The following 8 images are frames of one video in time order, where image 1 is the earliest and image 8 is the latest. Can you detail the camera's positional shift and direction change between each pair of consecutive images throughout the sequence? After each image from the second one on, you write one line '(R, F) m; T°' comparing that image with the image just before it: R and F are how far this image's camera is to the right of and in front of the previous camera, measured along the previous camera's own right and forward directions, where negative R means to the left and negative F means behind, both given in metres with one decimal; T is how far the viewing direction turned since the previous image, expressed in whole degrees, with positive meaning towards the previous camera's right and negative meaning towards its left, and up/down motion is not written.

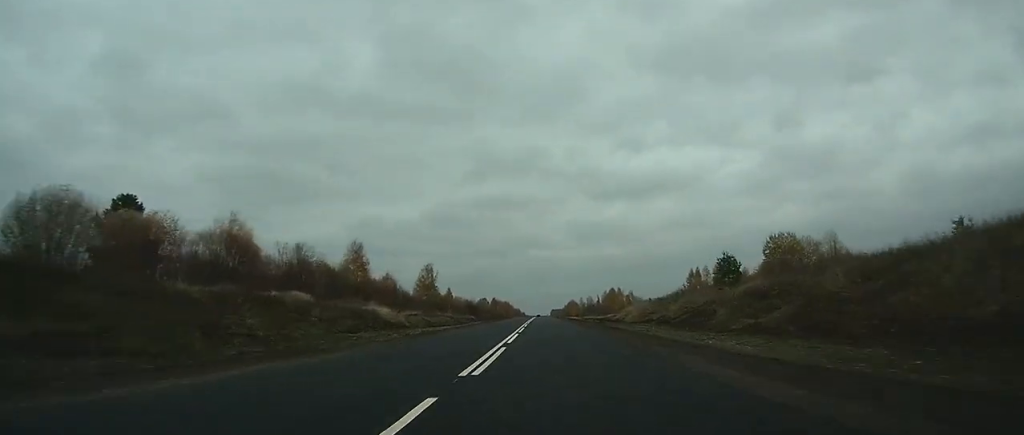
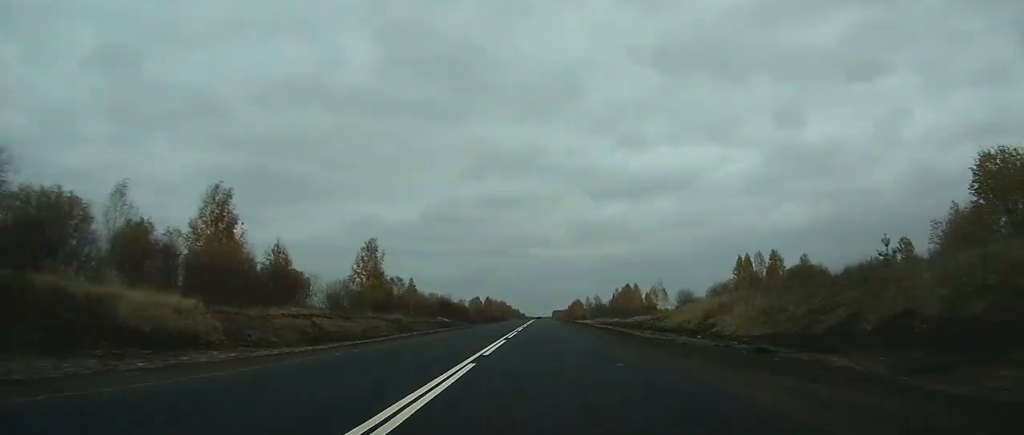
(0.0, +41.2) m; 0°
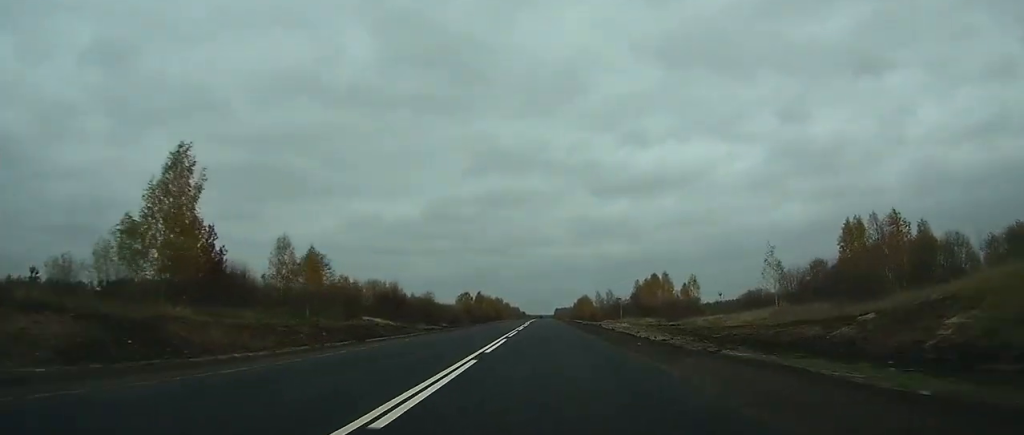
(-0.1, +49.6) m; 0°
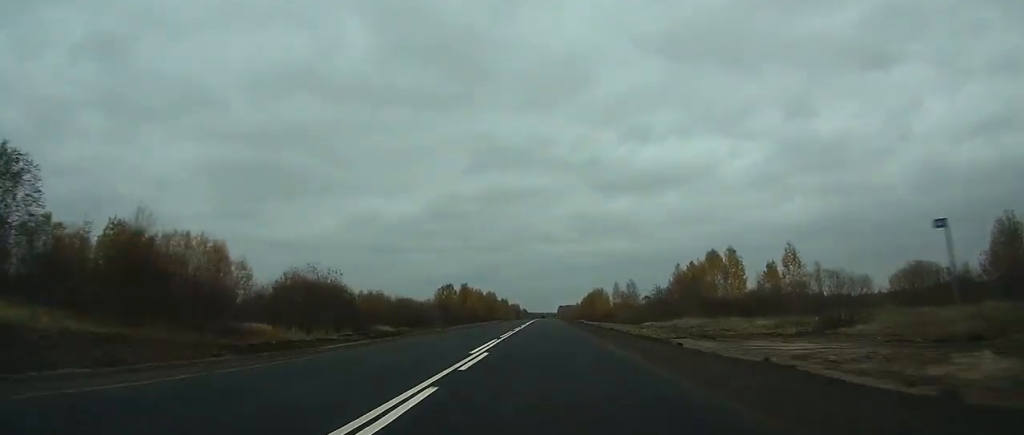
(-0.1, +56.3) m; 0°
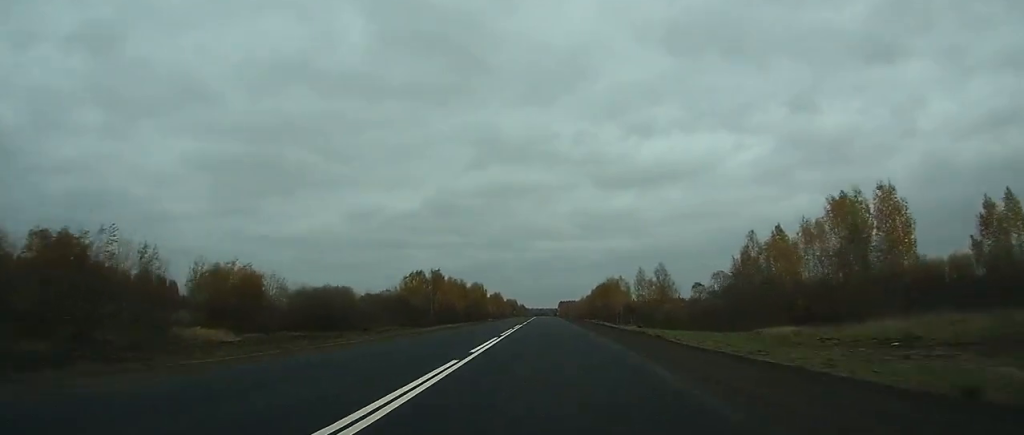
(+0.1, +49.6) m; 0°
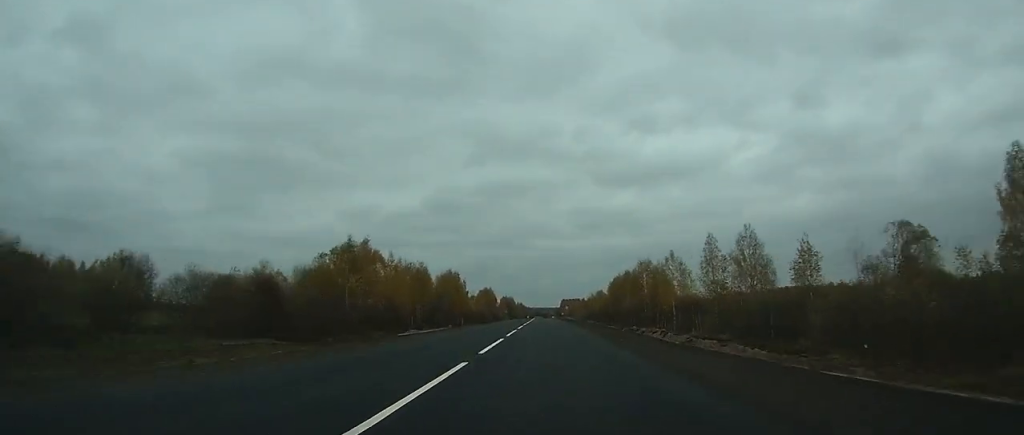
(+0.1, +58.2) m; 0°
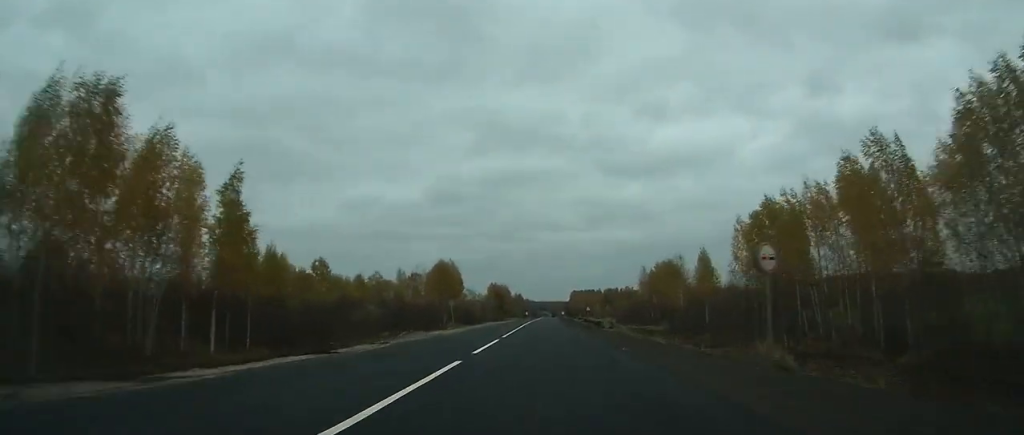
(-0.5, +118.3) m; -1°
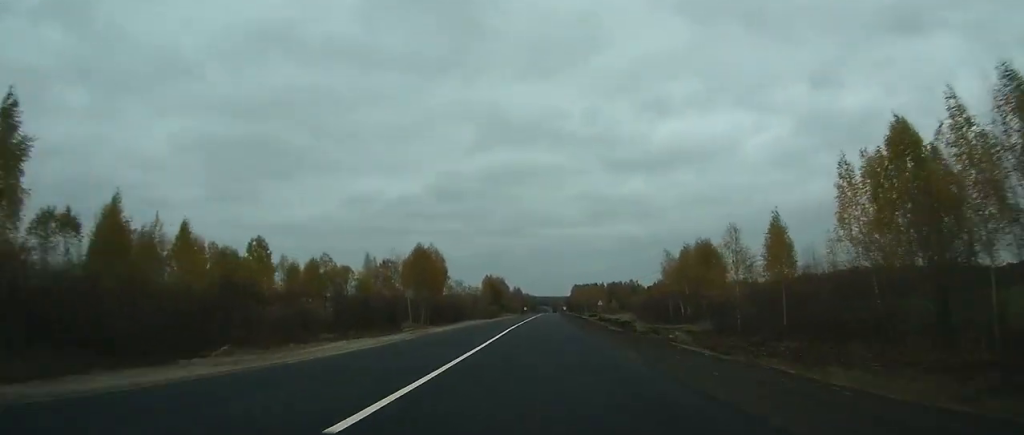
(+0.1, +25.1) m; 0°
